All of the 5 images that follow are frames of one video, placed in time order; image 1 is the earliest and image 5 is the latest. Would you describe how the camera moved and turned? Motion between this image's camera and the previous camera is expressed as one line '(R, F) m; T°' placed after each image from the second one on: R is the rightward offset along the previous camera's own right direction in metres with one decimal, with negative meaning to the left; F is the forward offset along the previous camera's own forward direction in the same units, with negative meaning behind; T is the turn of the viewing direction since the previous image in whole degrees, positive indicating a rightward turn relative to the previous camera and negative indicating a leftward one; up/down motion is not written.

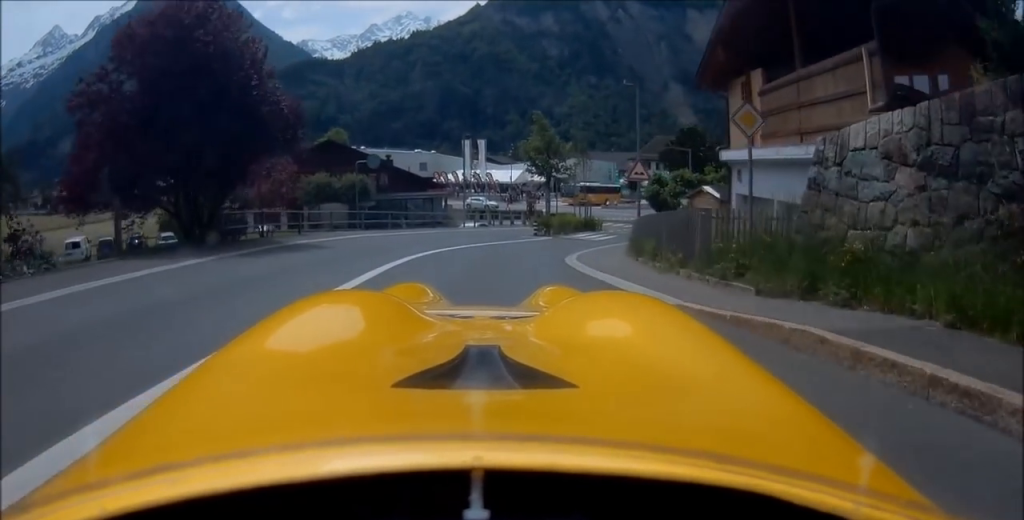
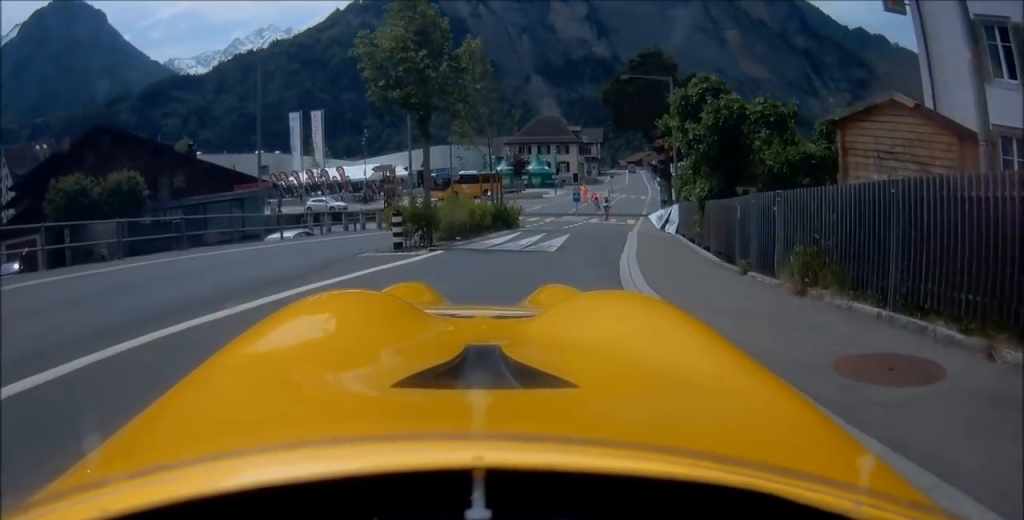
(+1.0, +16.8) m; +9°
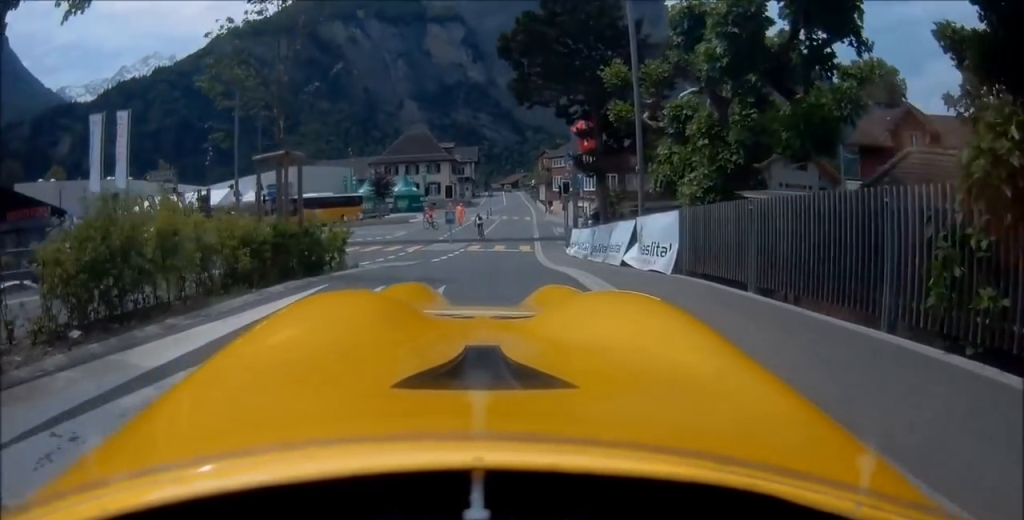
(+0.7, +10.5) m; +8°
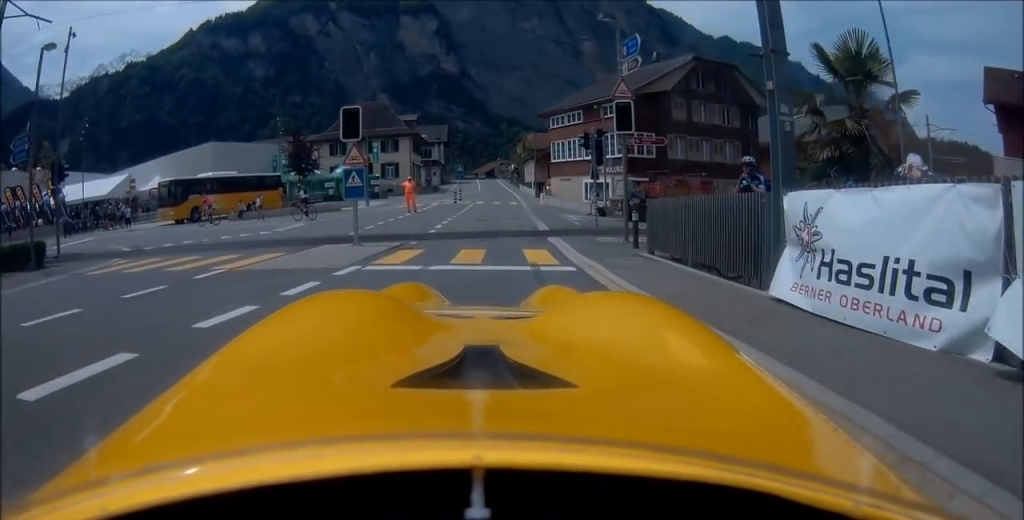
(-0.3, +16.4) m; -14°
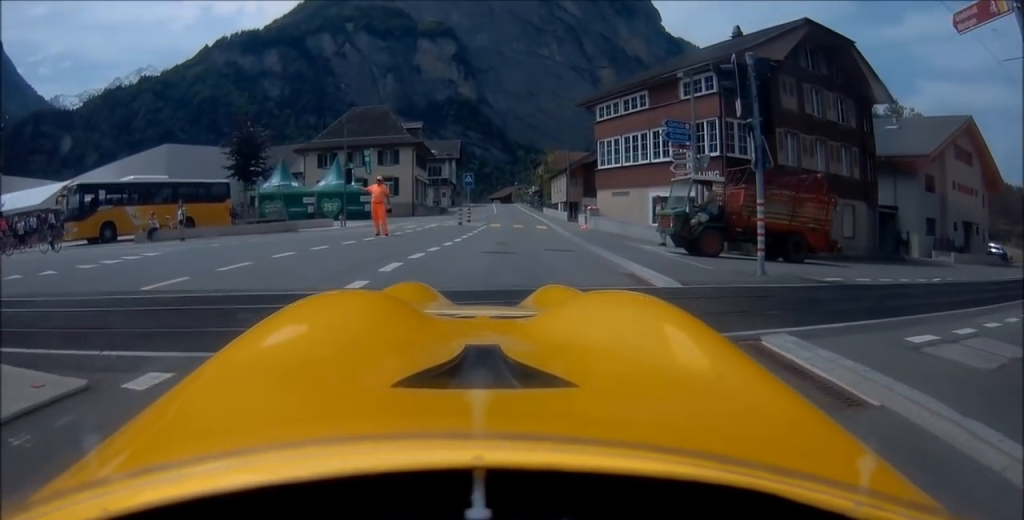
(-1.2, +10.9) m; -6°
